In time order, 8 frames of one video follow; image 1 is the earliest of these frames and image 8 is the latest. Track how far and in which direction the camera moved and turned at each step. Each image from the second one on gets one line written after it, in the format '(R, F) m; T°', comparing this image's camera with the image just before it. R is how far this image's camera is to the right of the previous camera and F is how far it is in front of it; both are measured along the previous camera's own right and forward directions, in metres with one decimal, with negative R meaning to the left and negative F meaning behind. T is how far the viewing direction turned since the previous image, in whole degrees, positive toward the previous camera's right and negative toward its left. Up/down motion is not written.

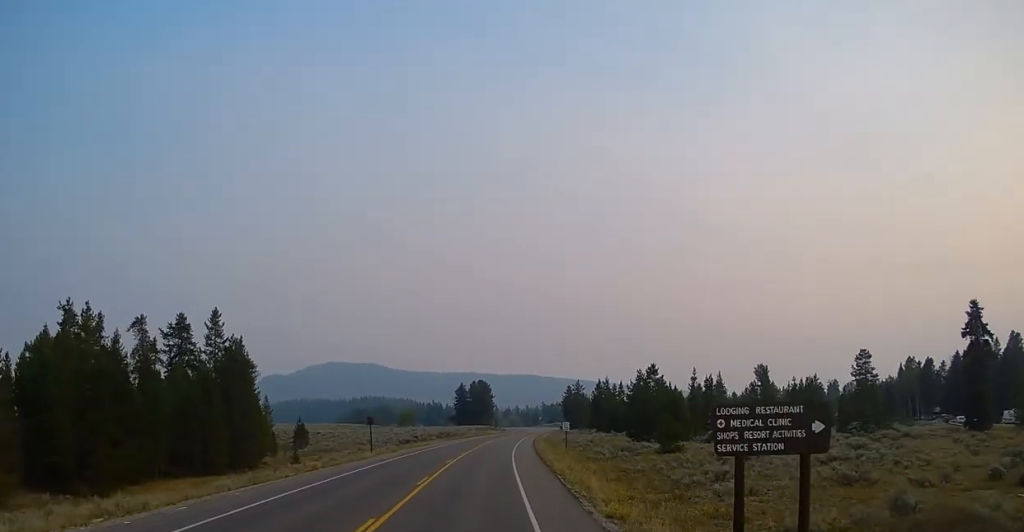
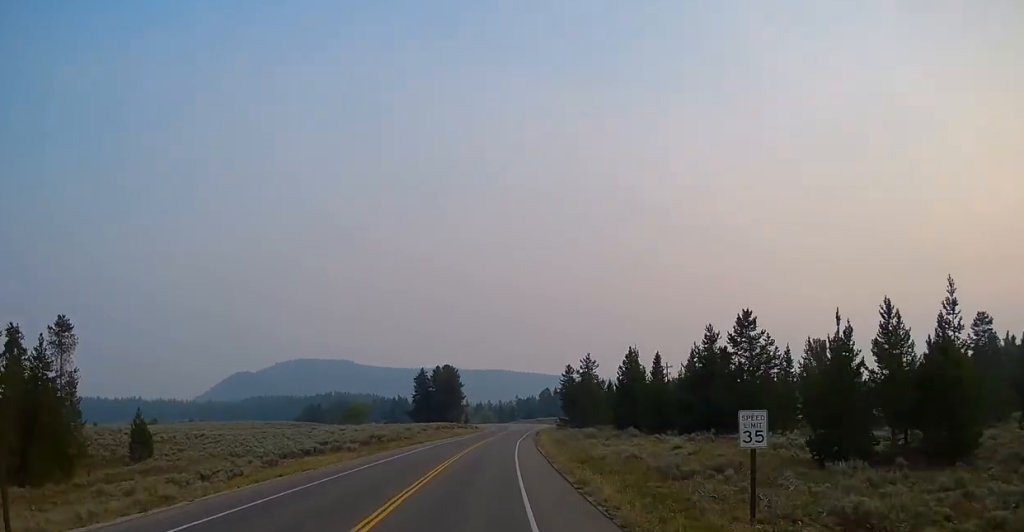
(+0.9, +47.7) m; +2°
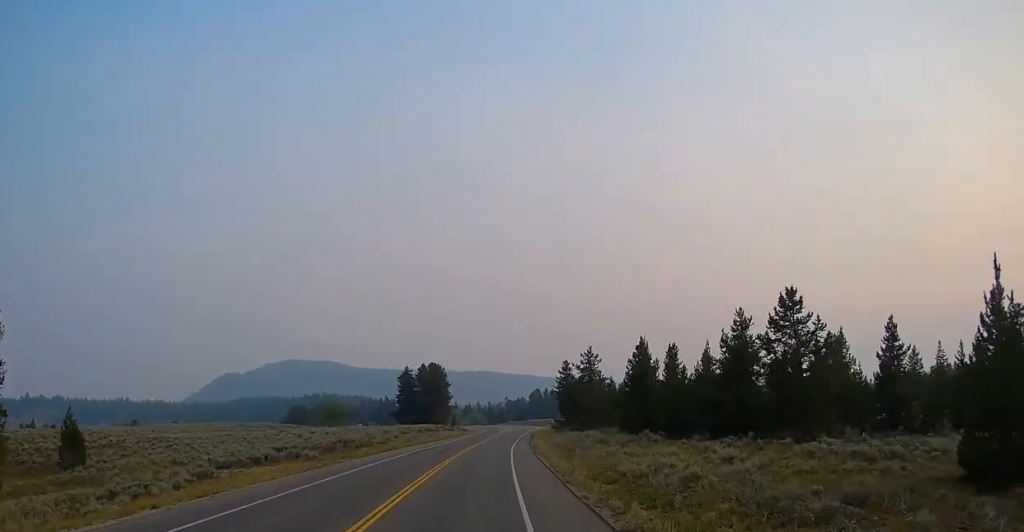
(+0.1, +10.7) m; 0°
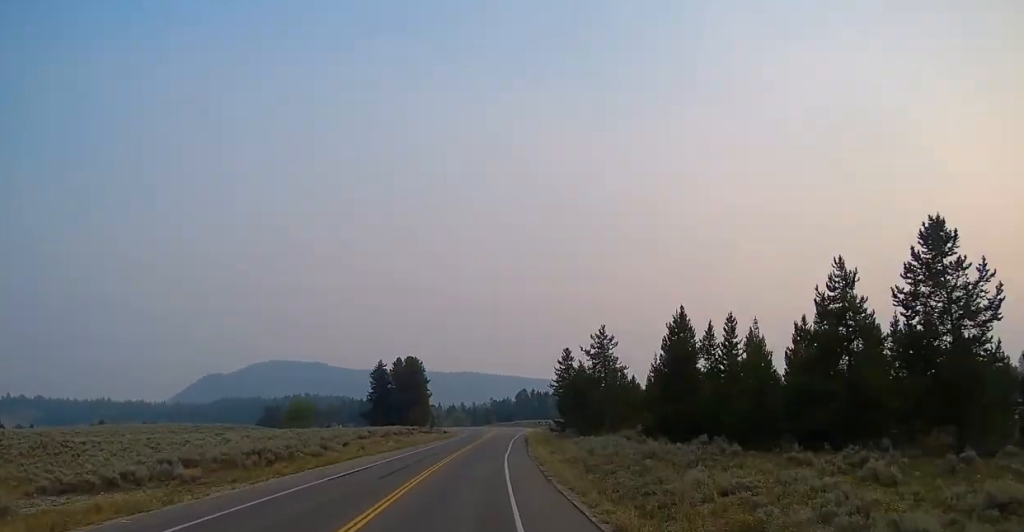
(+0.1, +18.1) m; +1°
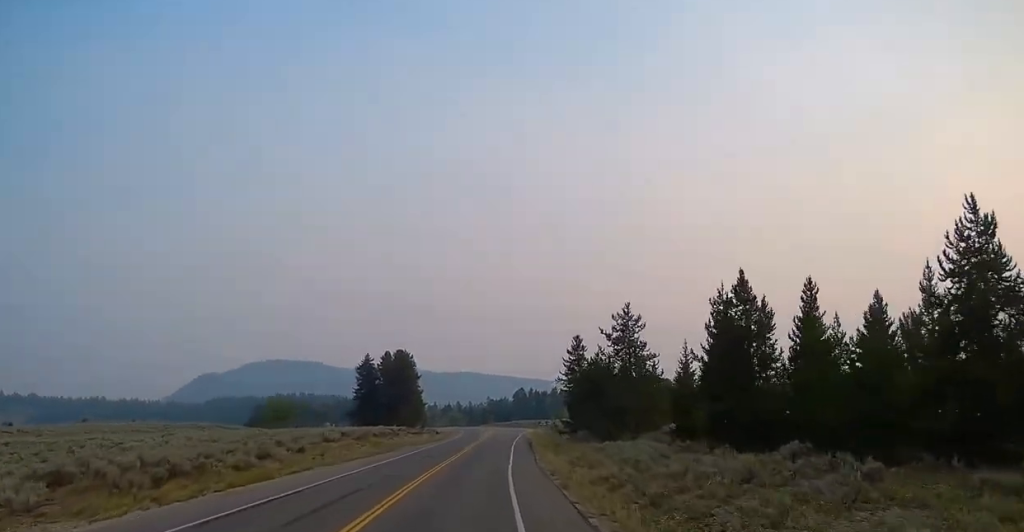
(0.0, +11.9) m; +1°
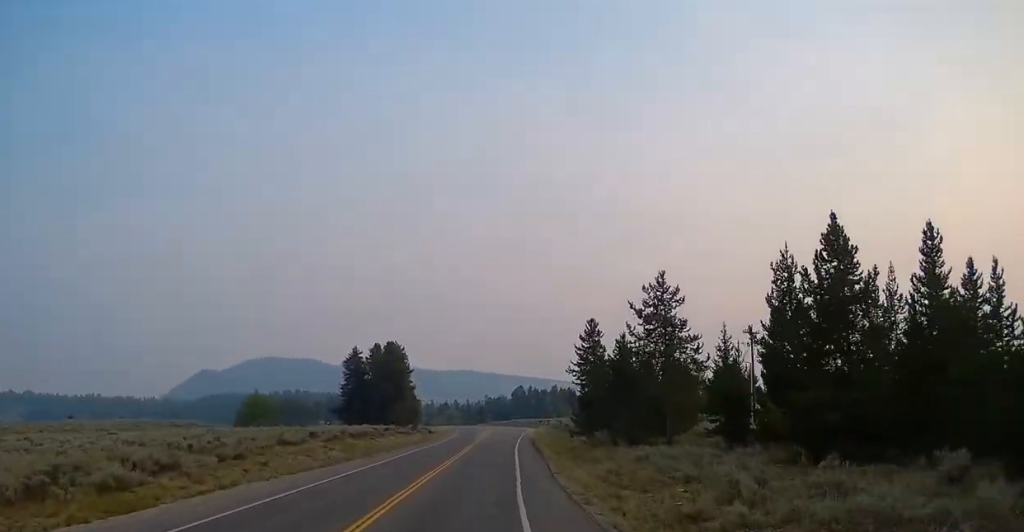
(+0.1, +10.4) m; +1°
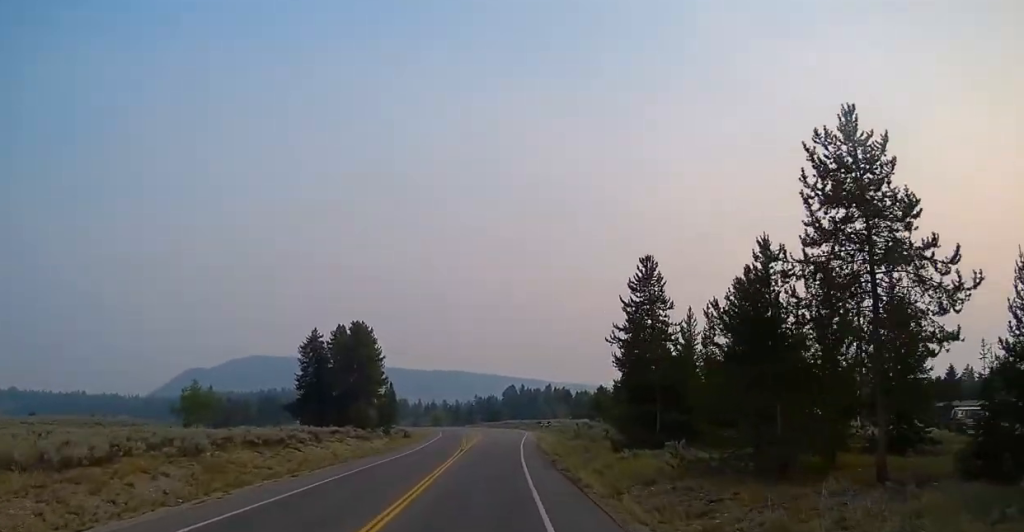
(+0.4, +23.6) m; +2°
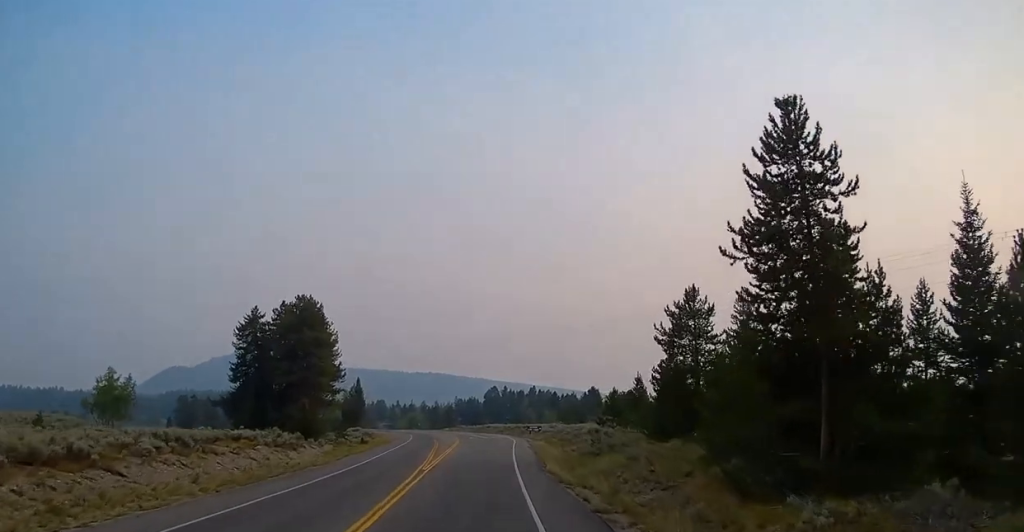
(+0.3, +20.2) m; +1°
